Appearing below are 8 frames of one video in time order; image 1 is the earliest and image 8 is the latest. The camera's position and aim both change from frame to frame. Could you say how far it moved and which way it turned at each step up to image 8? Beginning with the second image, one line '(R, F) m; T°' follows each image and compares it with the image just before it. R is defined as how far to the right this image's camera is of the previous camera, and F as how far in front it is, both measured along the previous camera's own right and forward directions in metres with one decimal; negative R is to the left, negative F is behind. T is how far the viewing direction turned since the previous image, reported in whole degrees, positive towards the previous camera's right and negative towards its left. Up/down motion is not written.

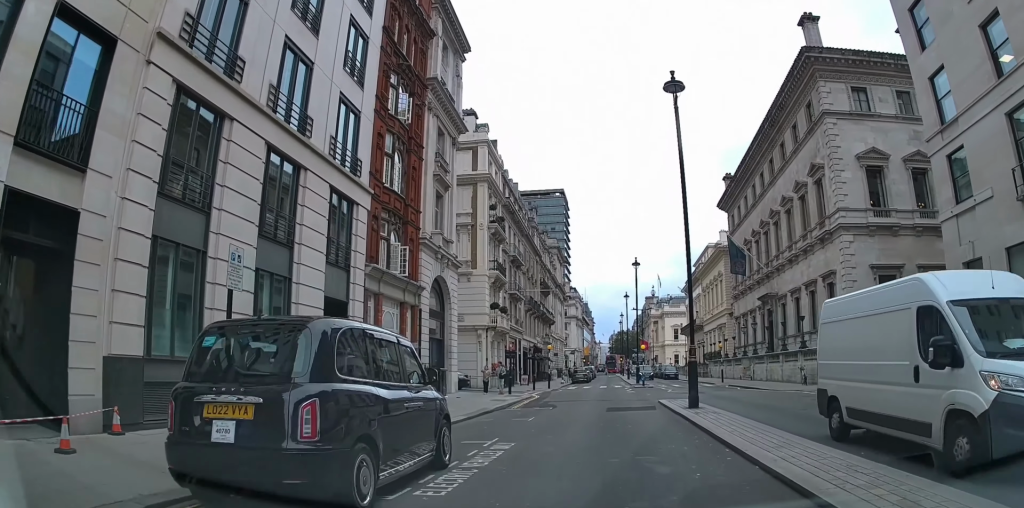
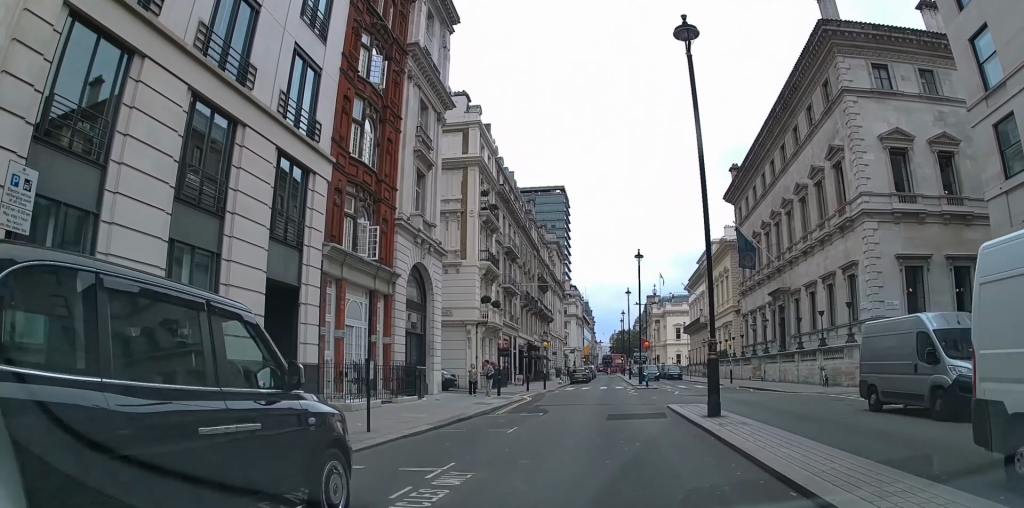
(-0.2, +3.4) m; -4°
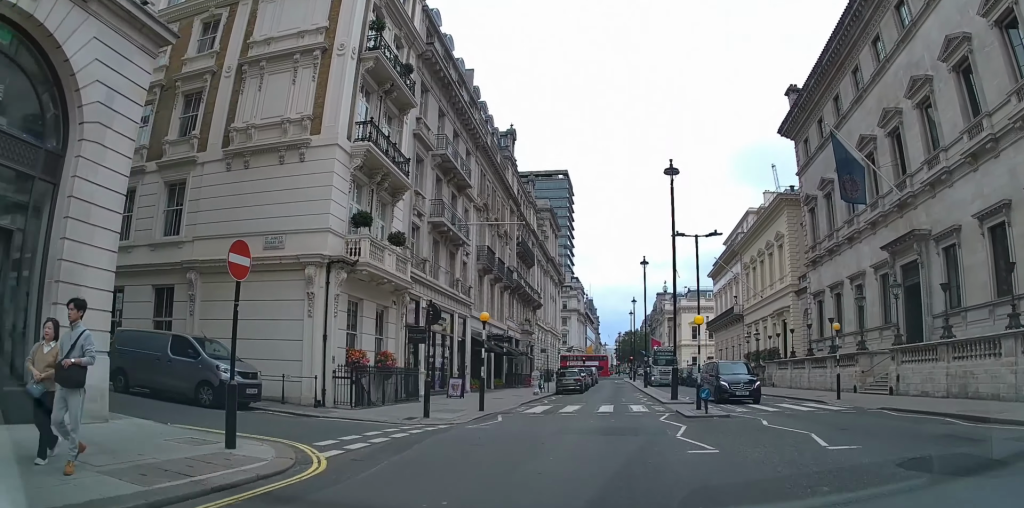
(-2.7, +20.9) m; -5°
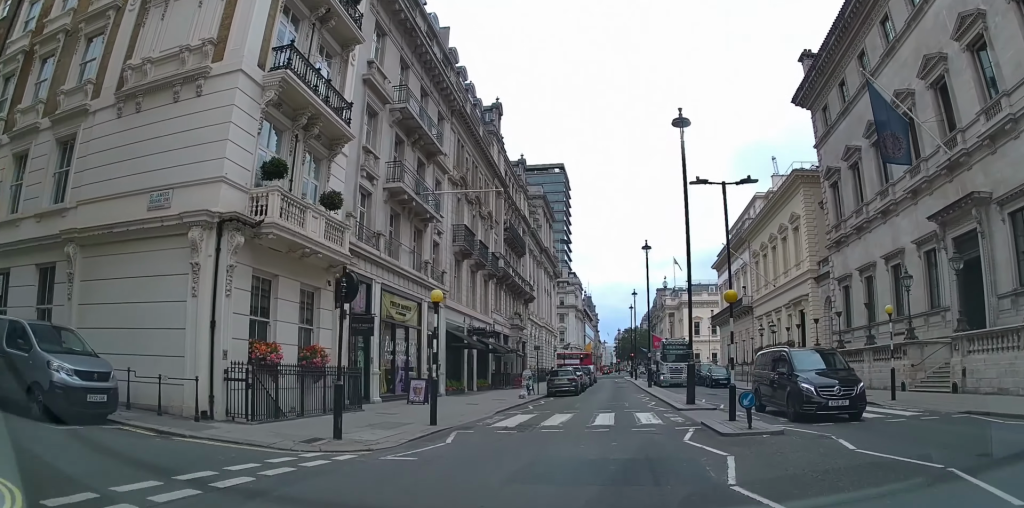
(+0.2, +5.4) m; +4°
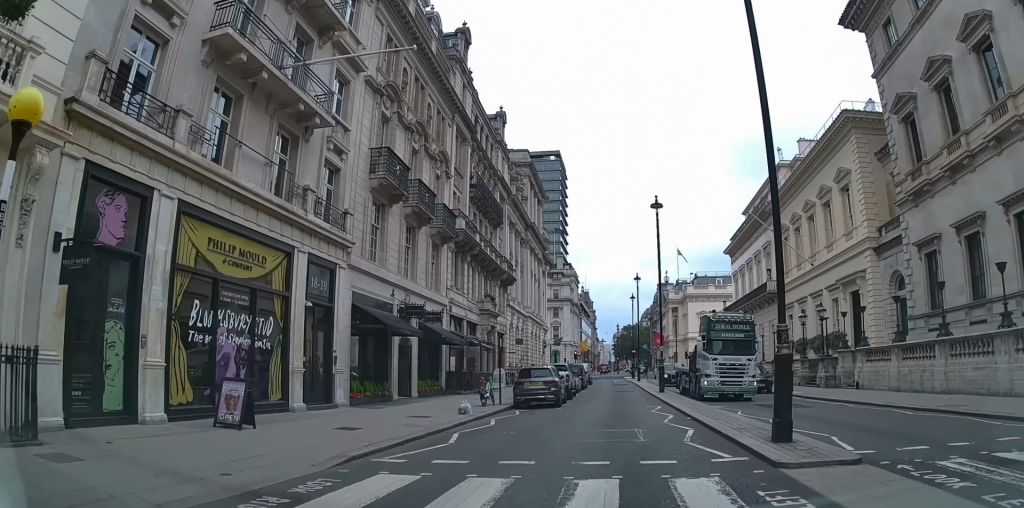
(+0.1, +11.8) m; -5°
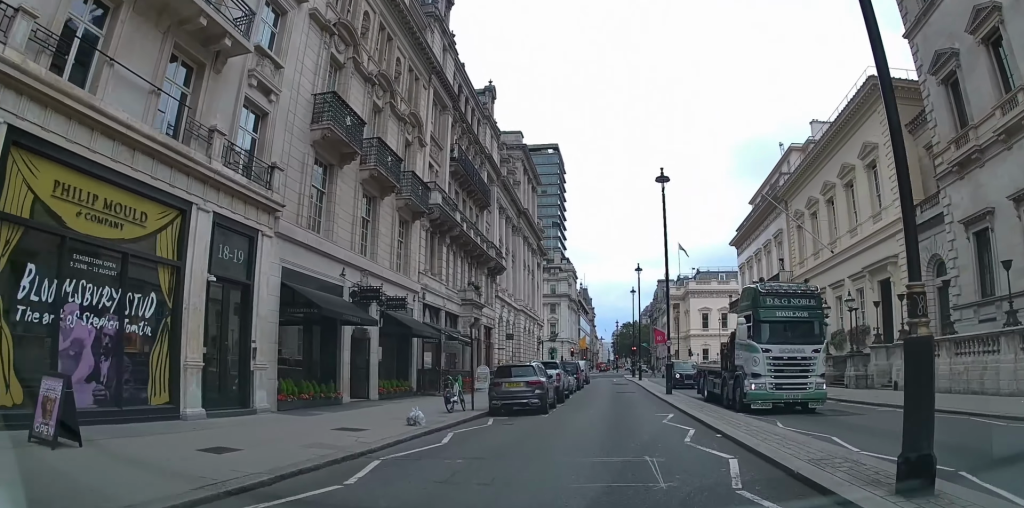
(-0.4, +4.8) m; -4°
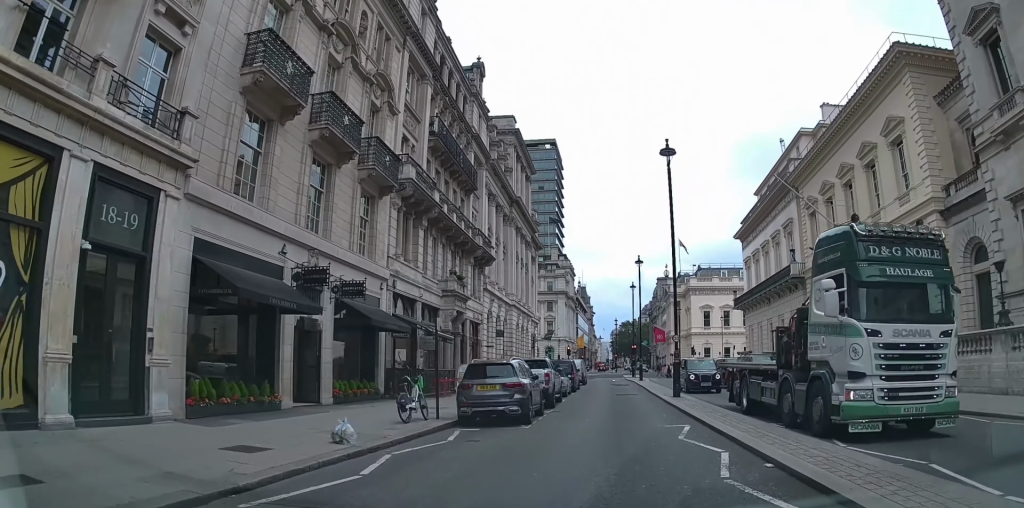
(-0.1, +4.0) m; -1°
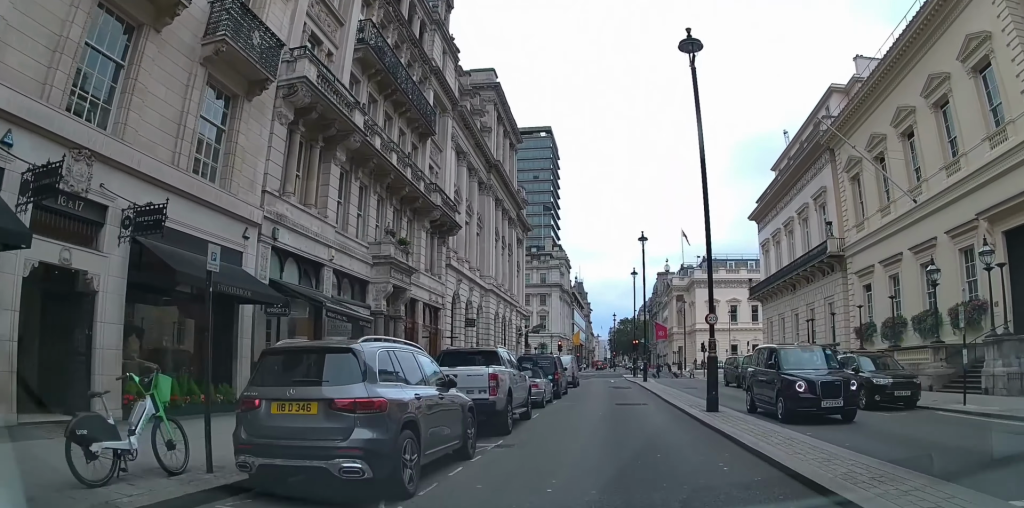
(0.0, +9.9) m; +2°
